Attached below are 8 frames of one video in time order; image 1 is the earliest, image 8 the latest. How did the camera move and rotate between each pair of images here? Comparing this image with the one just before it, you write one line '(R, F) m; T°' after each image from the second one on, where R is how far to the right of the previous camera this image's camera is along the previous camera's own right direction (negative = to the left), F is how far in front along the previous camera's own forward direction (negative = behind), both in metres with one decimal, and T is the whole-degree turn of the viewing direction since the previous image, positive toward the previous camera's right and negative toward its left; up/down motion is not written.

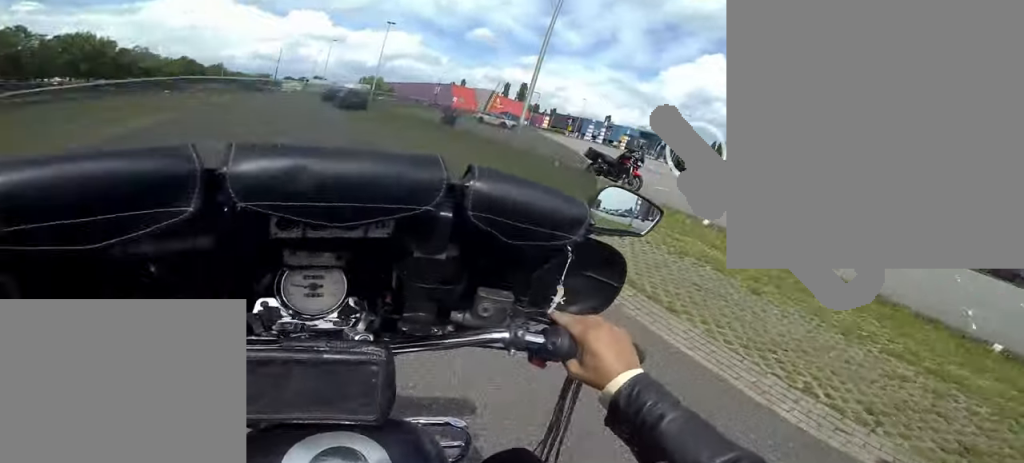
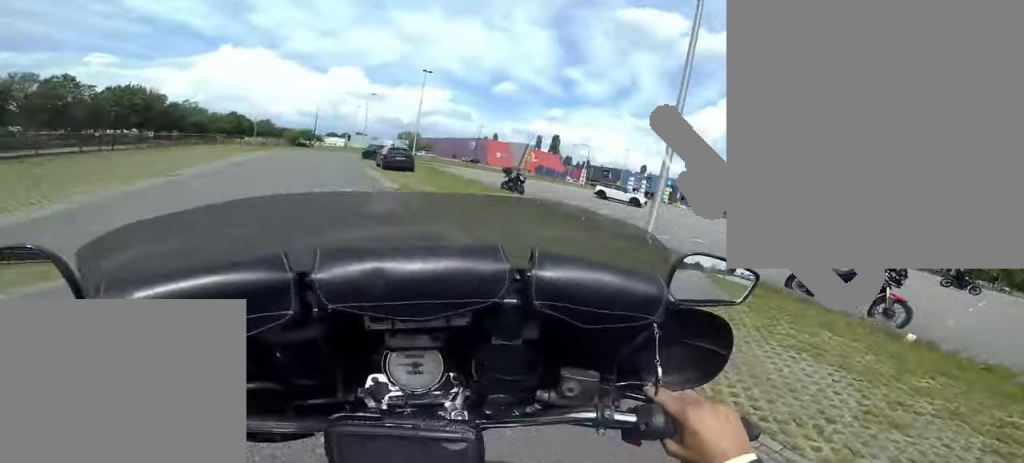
(-1.1, +7.2) m; -6°
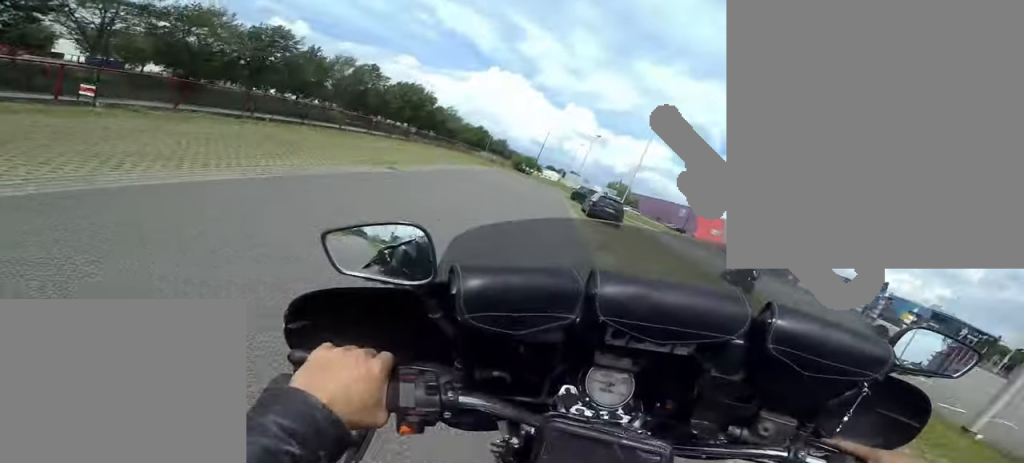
(0.0, +2.8) m; +2°
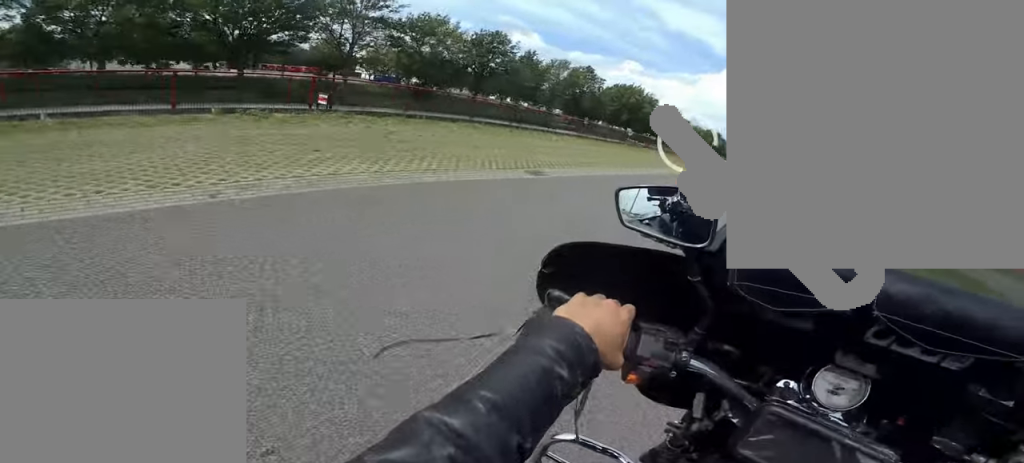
(+0.1, +4.4) m; +2°
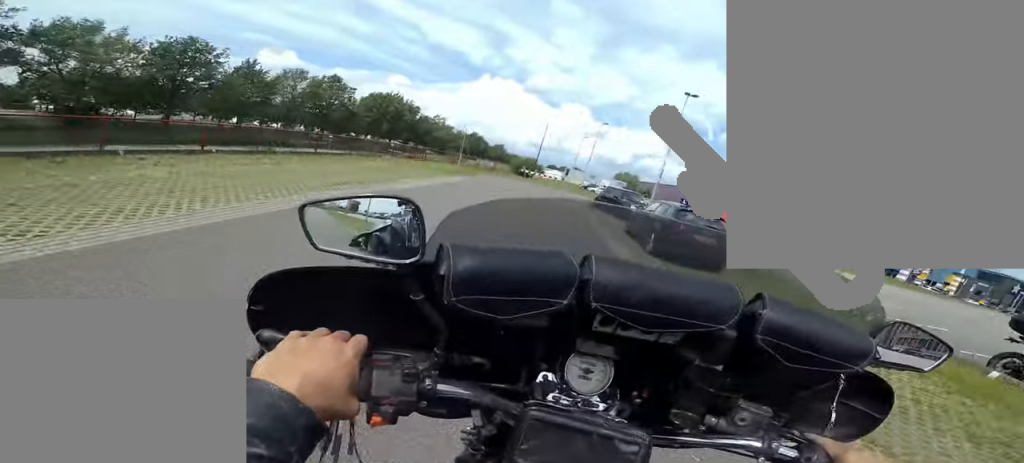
(0.0, +5.7) m; -2°
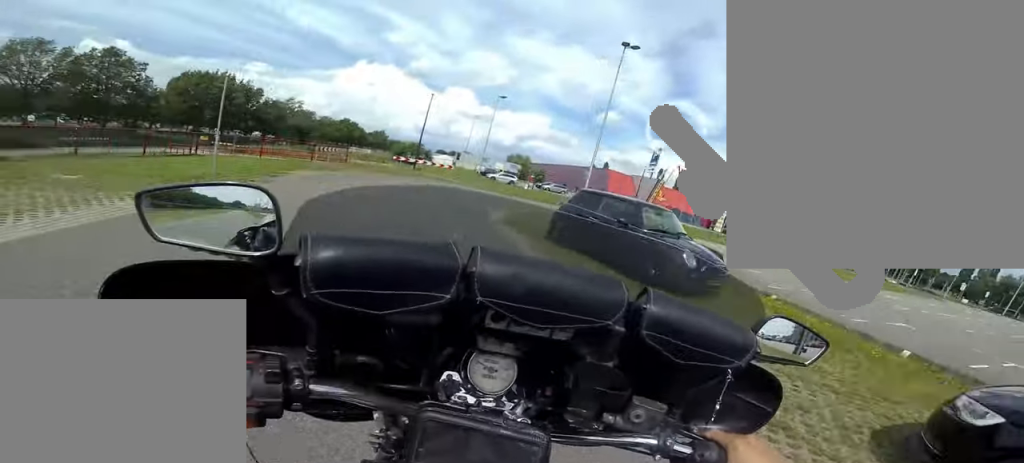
(+0.1, +9.1) m; +13°
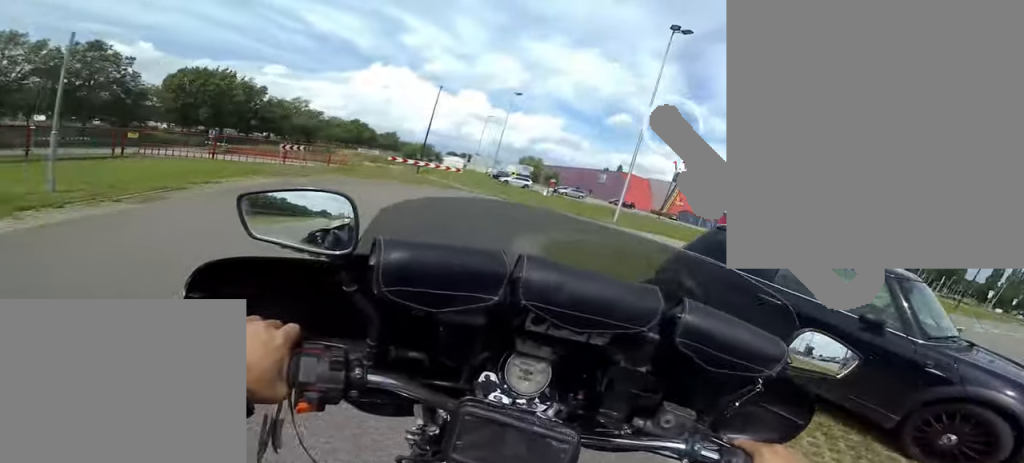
(+0.8, +3.2) m; +8°
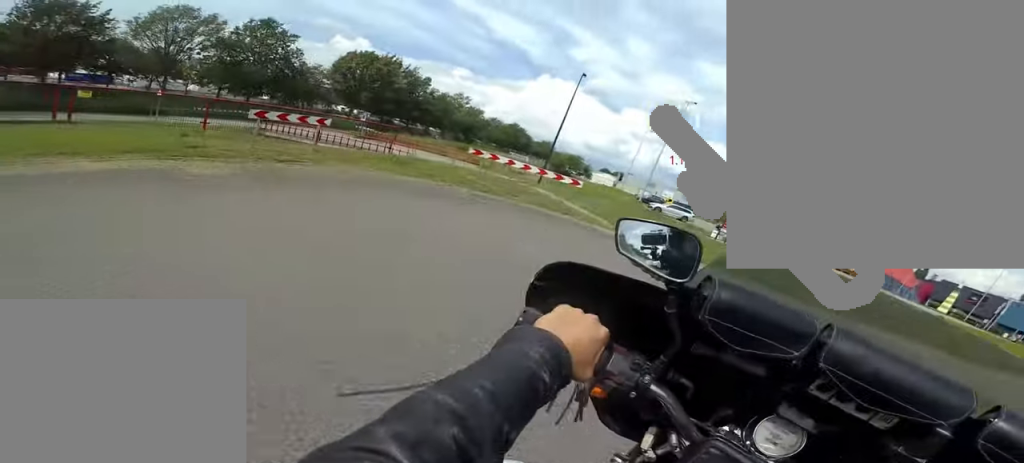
(-0.6, +5.1) m; -31°
